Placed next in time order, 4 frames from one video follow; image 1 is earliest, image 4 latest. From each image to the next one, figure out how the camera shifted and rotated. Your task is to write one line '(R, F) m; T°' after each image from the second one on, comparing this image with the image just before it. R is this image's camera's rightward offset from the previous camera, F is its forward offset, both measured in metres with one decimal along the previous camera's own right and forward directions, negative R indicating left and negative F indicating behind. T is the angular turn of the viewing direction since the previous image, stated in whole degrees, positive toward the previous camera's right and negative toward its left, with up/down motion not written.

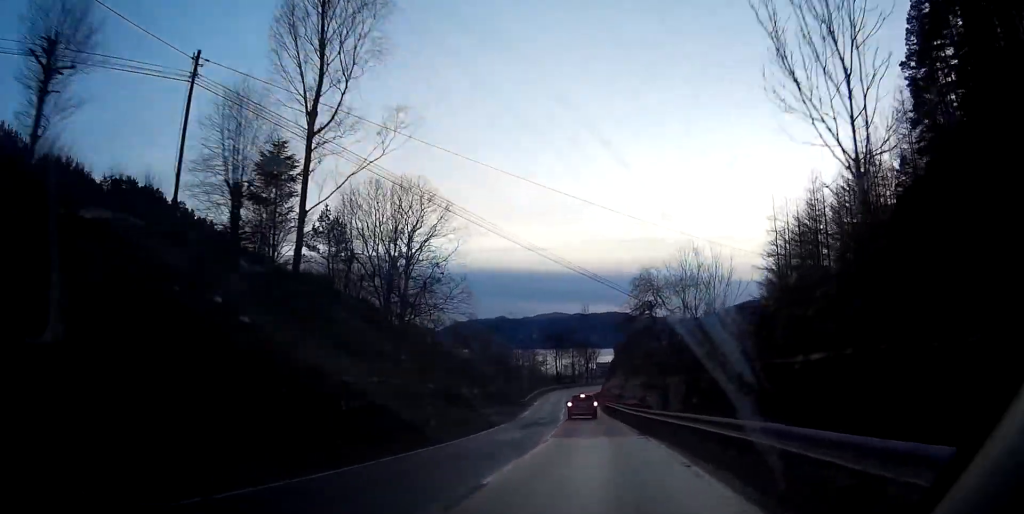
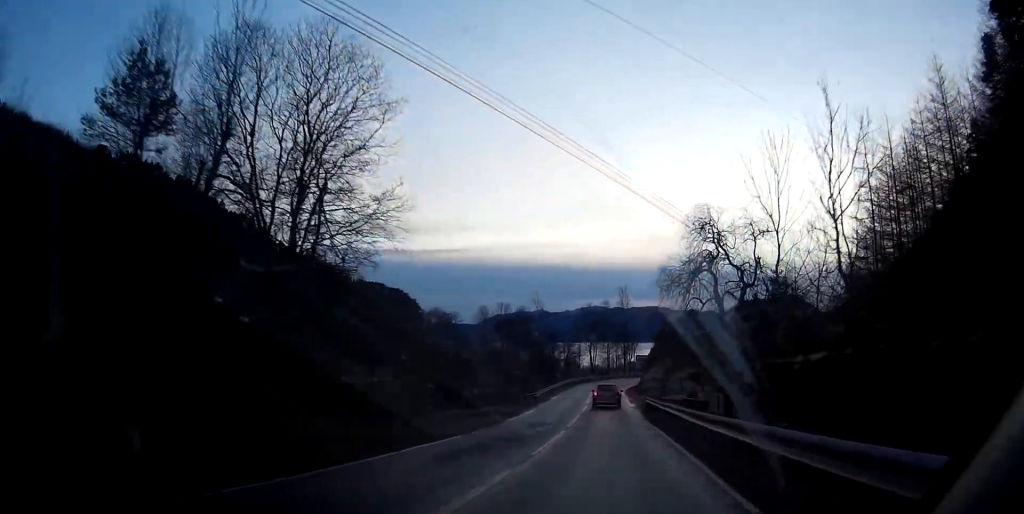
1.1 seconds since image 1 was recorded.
(-0.7, +19.6) m; -4°
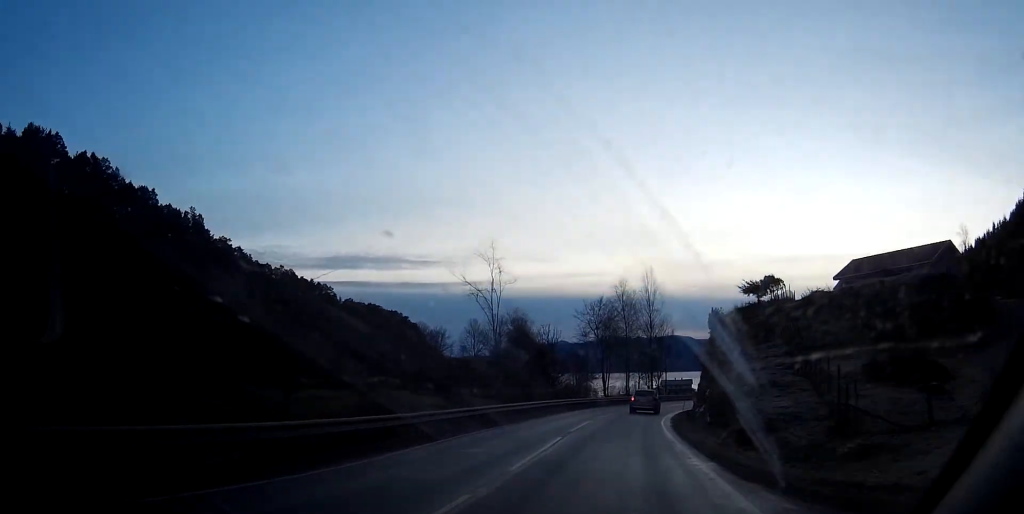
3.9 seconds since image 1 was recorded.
(-2.3, +52.2) m; -3°
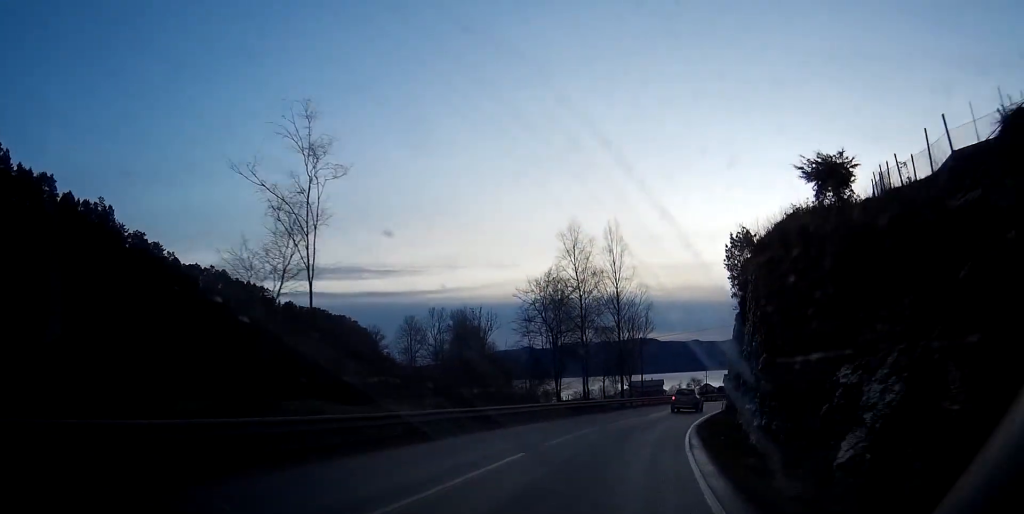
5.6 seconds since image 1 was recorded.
(+0.6, +31.3) m; +4°
